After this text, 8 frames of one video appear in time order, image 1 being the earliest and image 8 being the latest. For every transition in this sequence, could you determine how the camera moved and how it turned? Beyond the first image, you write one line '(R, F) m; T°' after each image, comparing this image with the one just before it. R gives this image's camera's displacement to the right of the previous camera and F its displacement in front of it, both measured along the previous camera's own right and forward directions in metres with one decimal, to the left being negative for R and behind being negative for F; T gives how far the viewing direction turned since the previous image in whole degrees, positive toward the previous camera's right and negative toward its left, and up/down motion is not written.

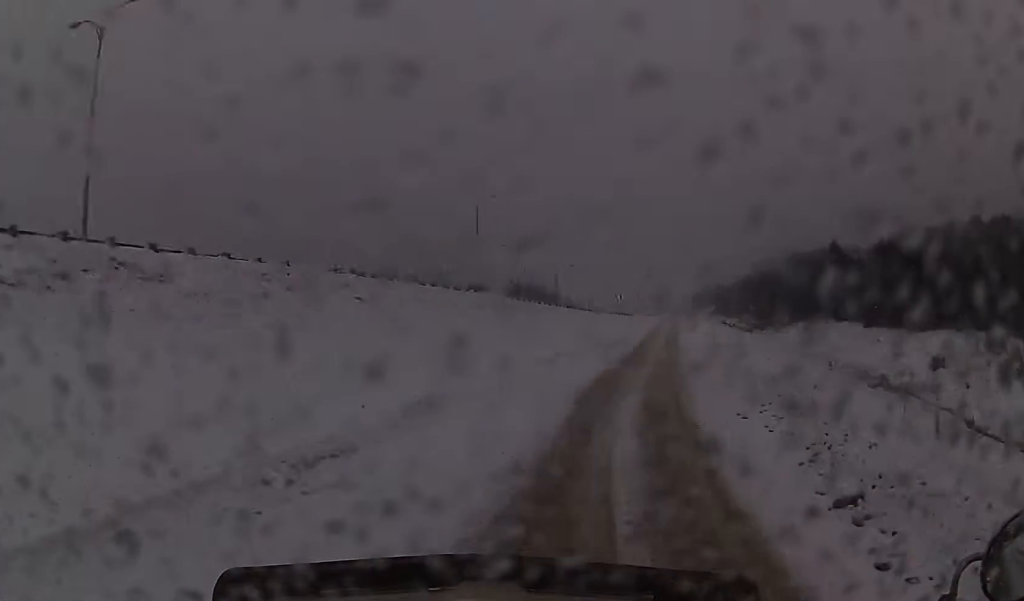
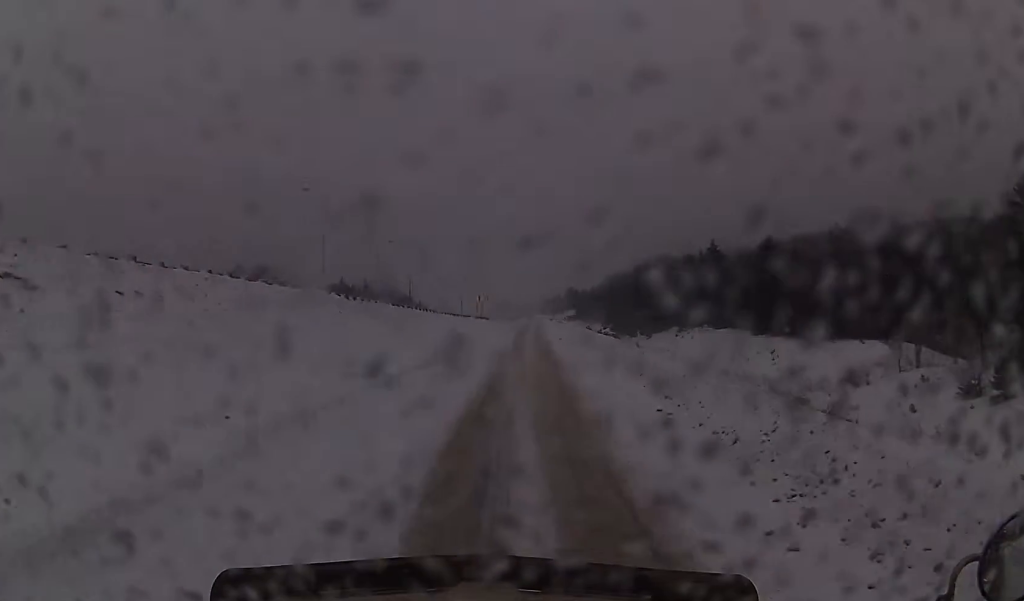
(+0.8, +9.5) m; +5°
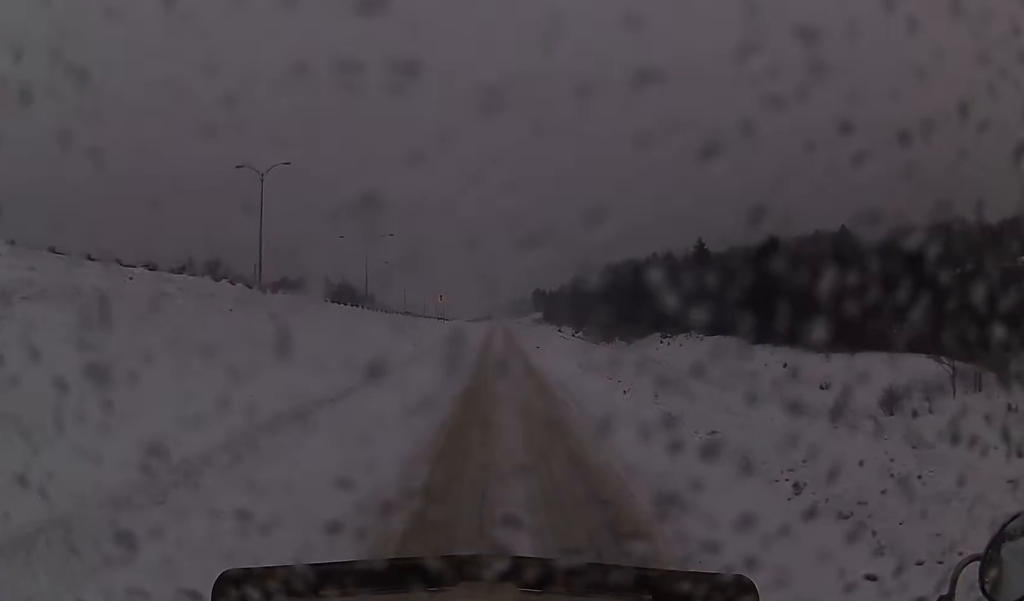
(+0.2, +11.9) m; +5°
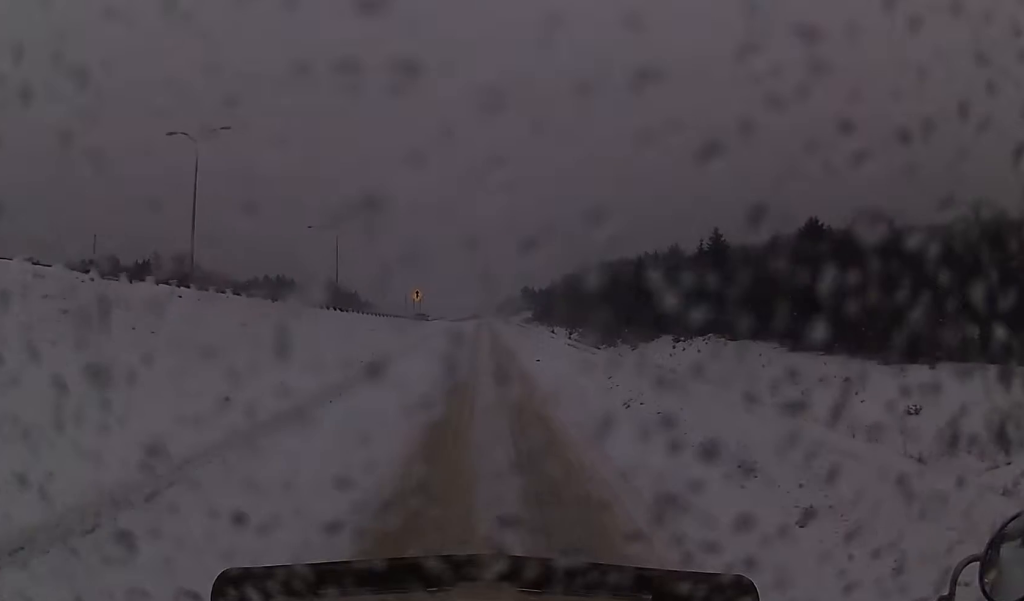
(+1.1, +14.8) m; +5°
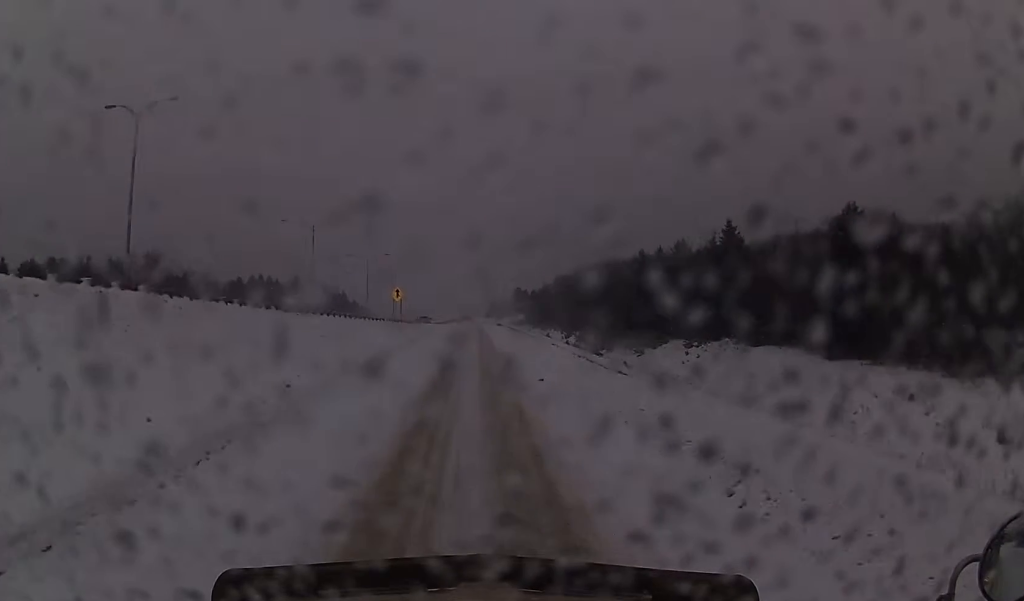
(0.0, +10.1) m; +1°
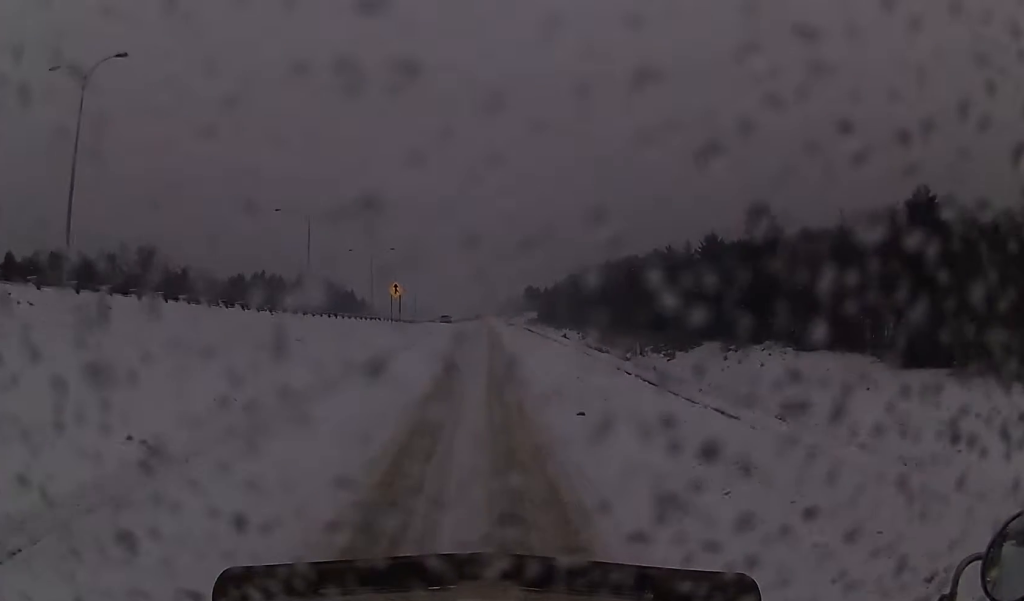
(+0.2, +9.4) m; -2°
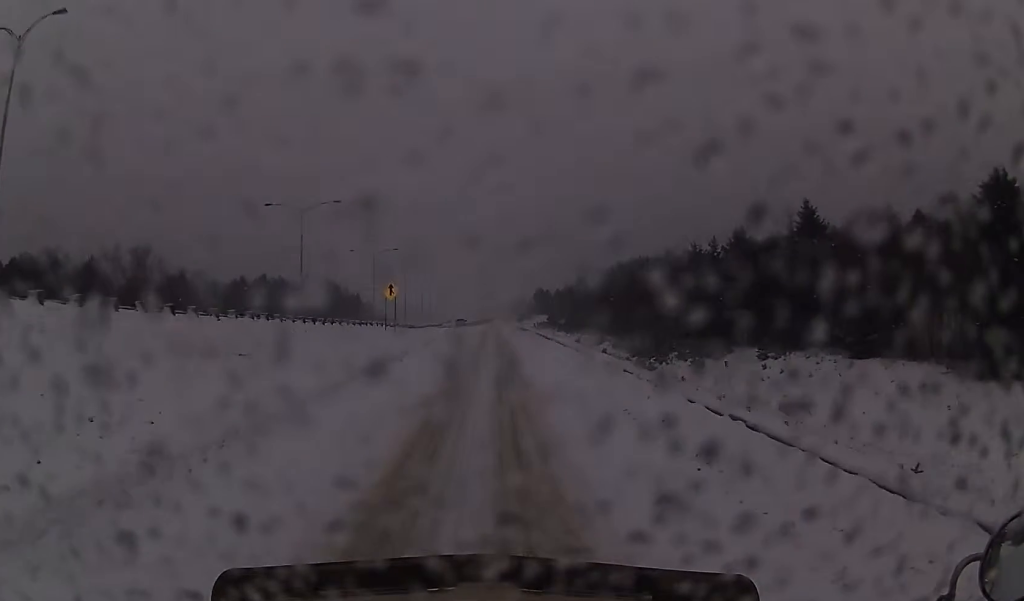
(-0.3, +8.2) m; -1°
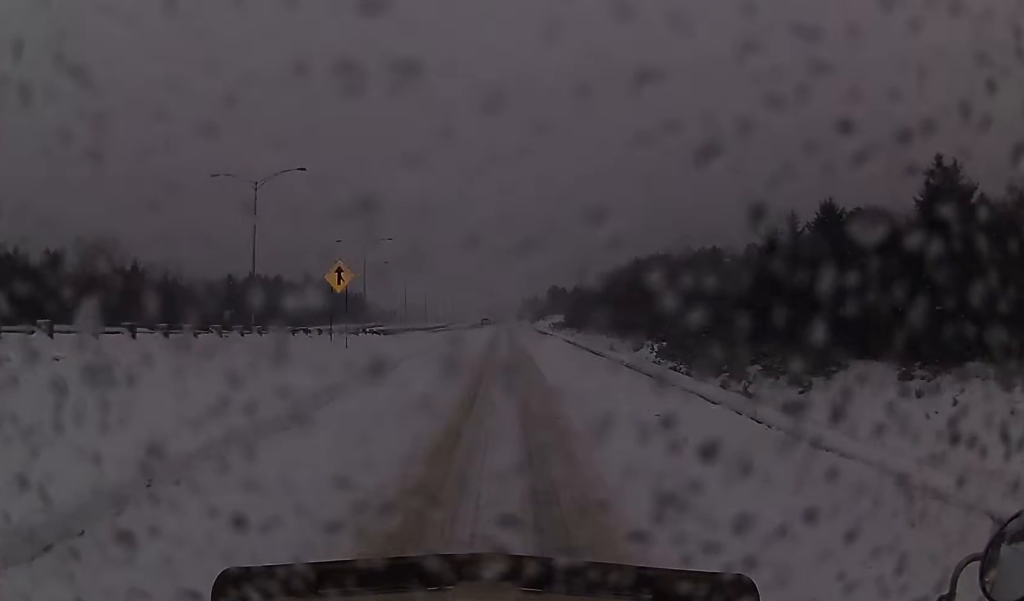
(+0.3, +22.5) m; +2°
